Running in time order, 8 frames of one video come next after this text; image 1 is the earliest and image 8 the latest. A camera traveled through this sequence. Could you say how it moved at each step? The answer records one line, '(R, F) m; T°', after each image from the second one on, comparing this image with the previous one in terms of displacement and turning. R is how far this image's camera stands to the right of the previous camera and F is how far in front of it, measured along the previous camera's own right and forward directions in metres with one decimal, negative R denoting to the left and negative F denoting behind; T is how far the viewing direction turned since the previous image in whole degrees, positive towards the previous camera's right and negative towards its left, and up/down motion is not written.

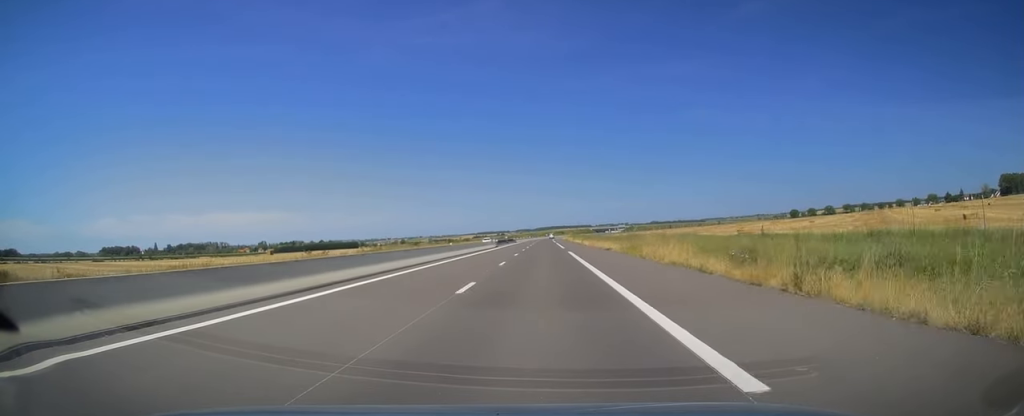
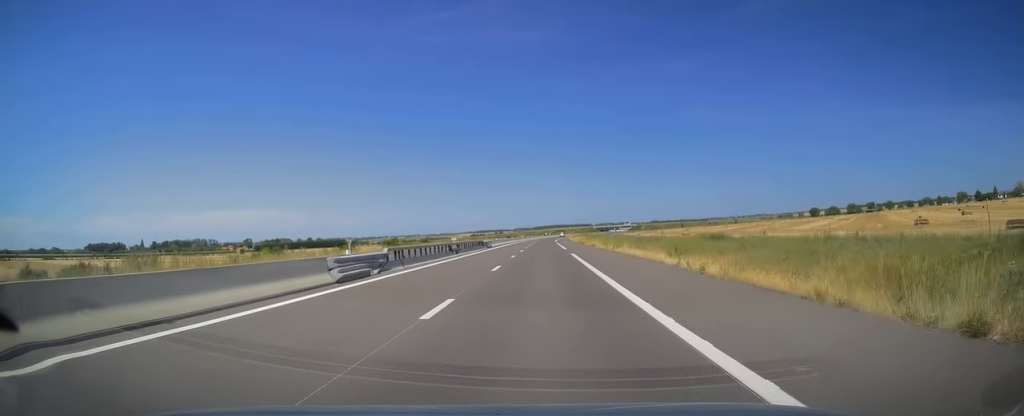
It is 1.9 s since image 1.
(+0.1, +56.3) m; 0°
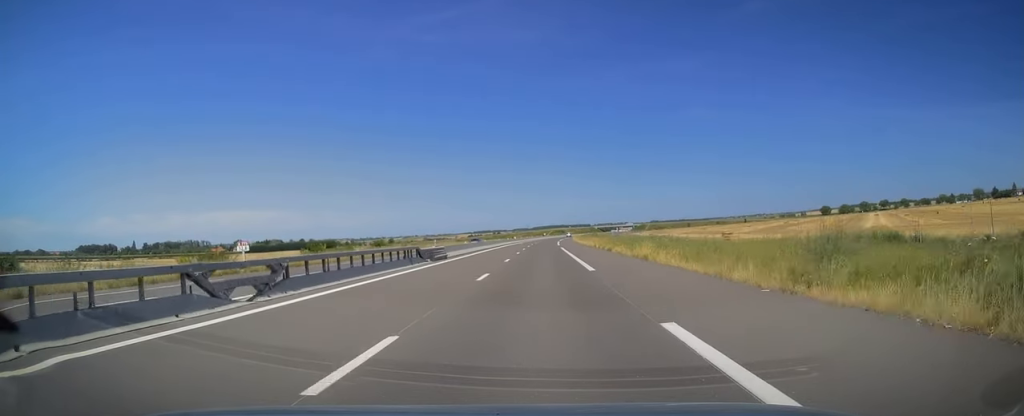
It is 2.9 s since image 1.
(0.0, +30.7) m; +1°
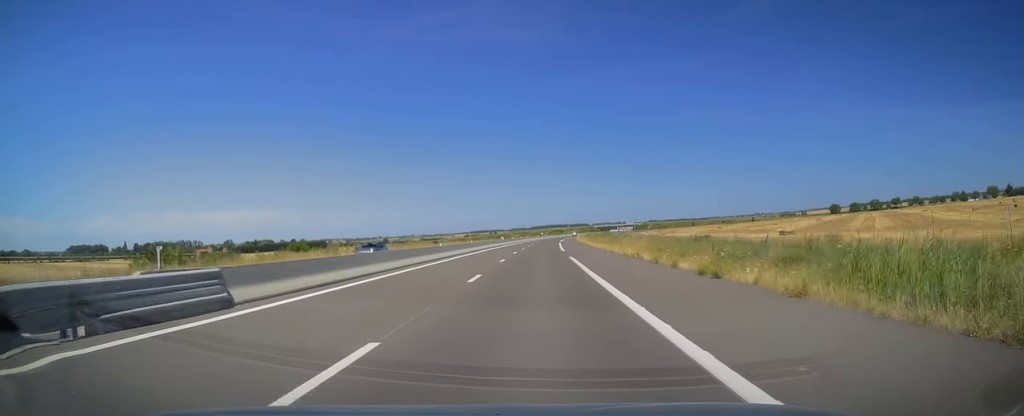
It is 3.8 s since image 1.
(+0.3, +26.6) m; +1°
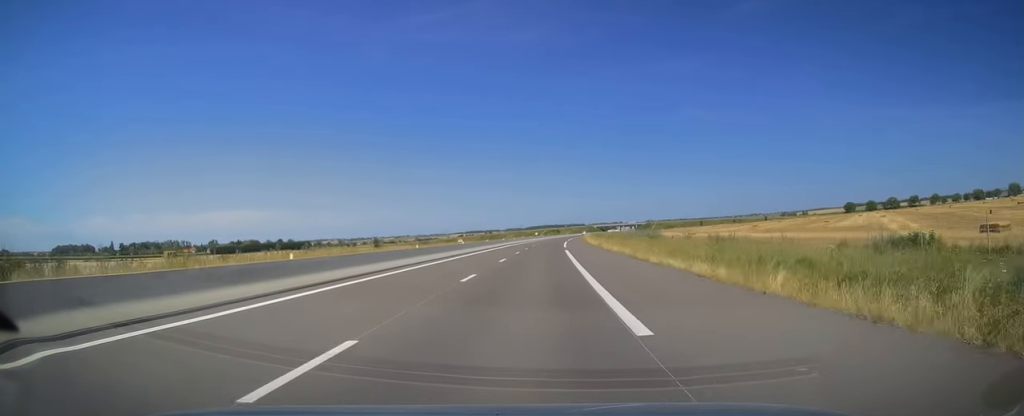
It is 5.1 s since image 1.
(0.0, +38.9) m; 0°
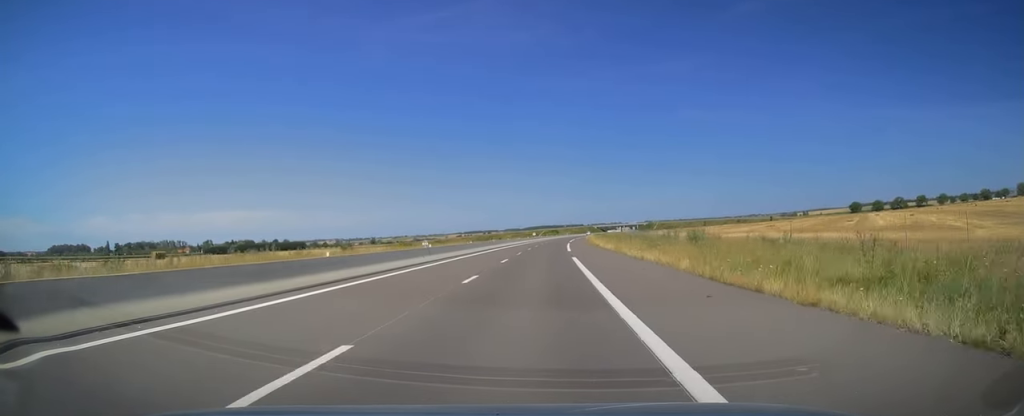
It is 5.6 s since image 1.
(-0.1, +13.3) m; 0°
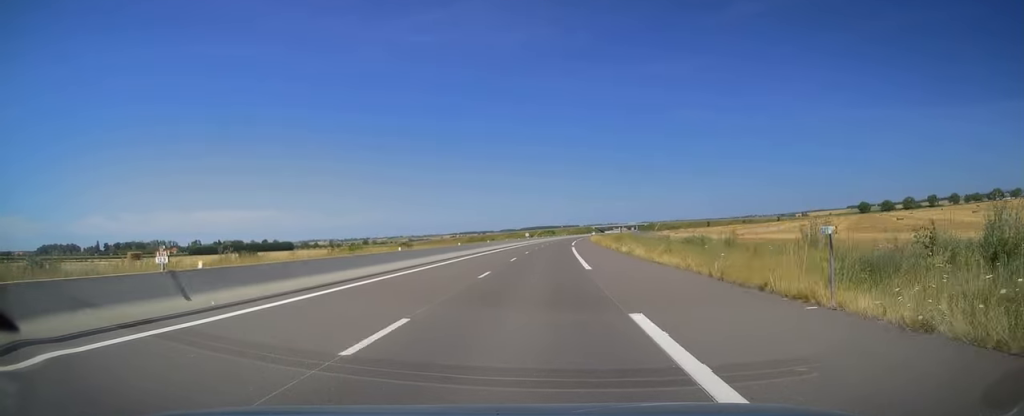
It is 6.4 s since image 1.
(0.0, +23.7) m; +1°
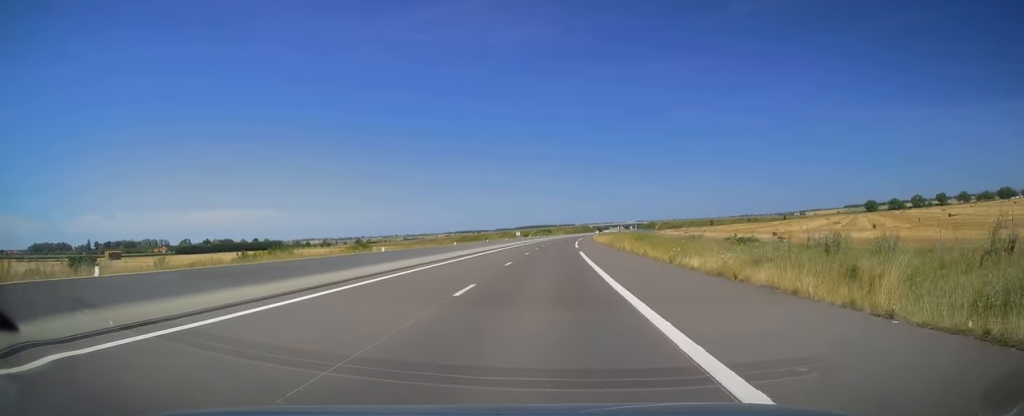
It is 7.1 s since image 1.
(+0.1, +19.2) m; +1°
